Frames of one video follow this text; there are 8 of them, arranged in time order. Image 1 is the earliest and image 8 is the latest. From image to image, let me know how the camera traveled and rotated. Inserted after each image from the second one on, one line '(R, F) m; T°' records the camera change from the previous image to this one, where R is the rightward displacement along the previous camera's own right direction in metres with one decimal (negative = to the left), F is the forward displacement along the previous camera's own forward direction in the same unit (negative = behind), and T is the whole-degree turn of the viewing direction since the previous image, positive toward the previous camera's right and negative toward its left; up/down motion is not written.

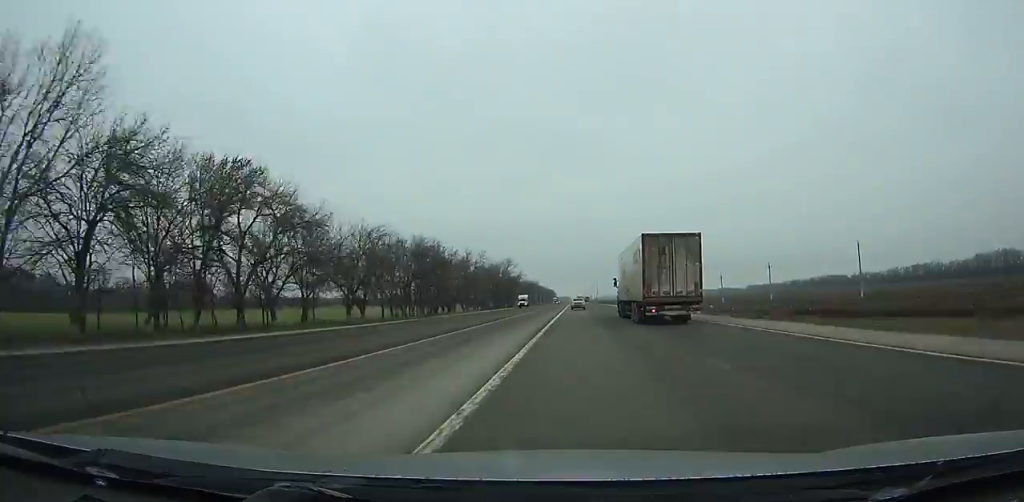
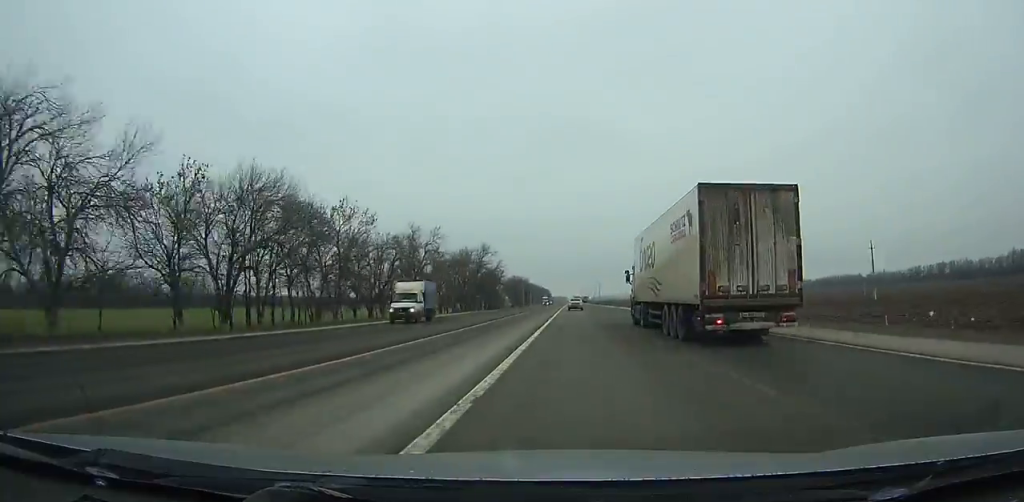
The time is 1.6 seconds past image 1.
(+0.2, +51.1) m; 0°
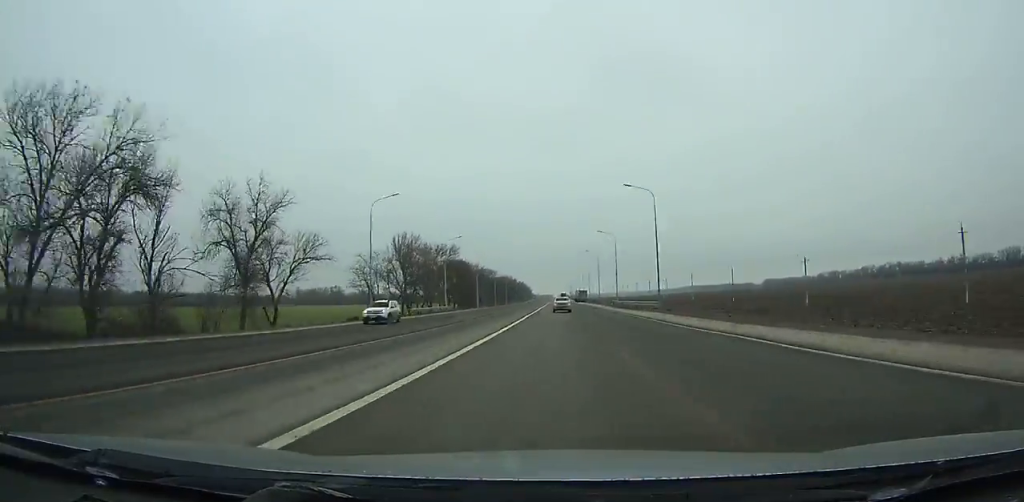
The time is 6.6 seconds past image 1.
(+1.2, +161.1) m; +1°
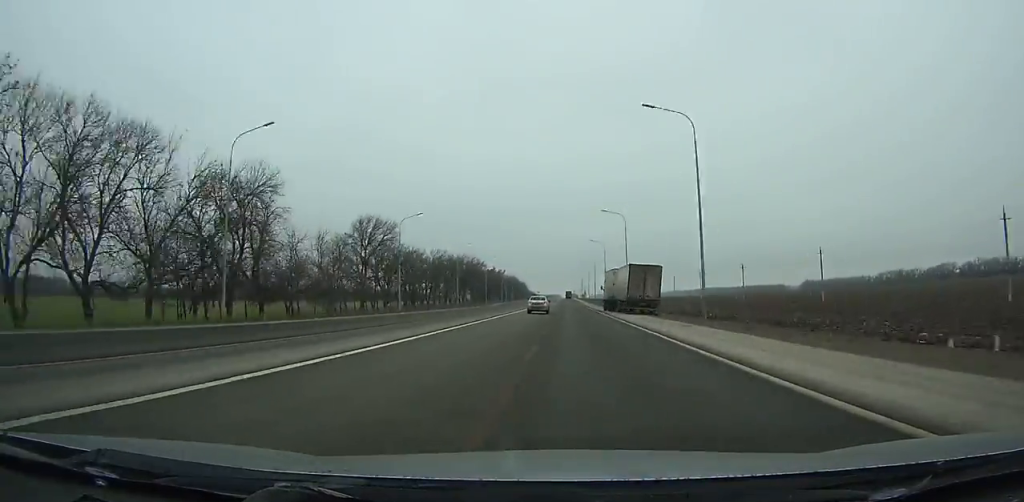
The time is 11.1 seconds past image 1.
(-0.7, +143.2) m; -1°
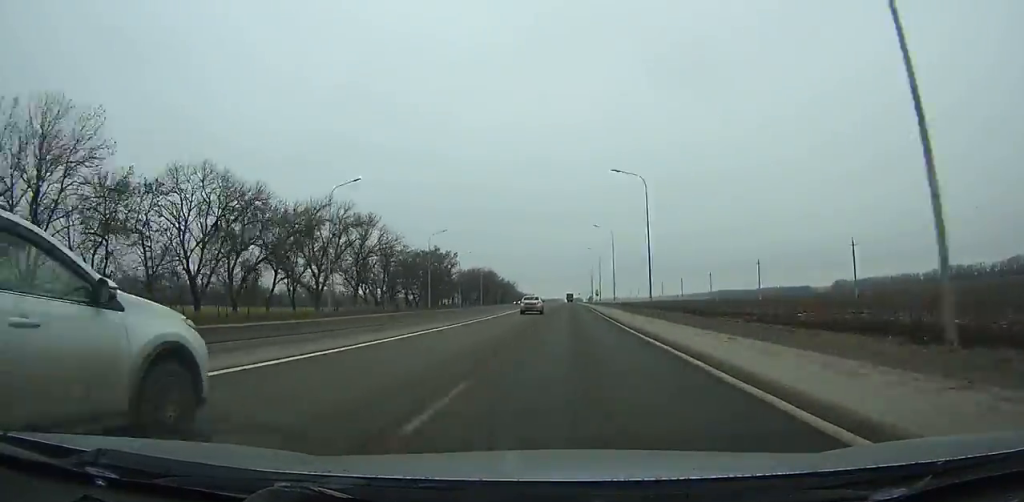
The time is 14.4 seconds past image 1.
(-0.4, +103.2) m; 0°
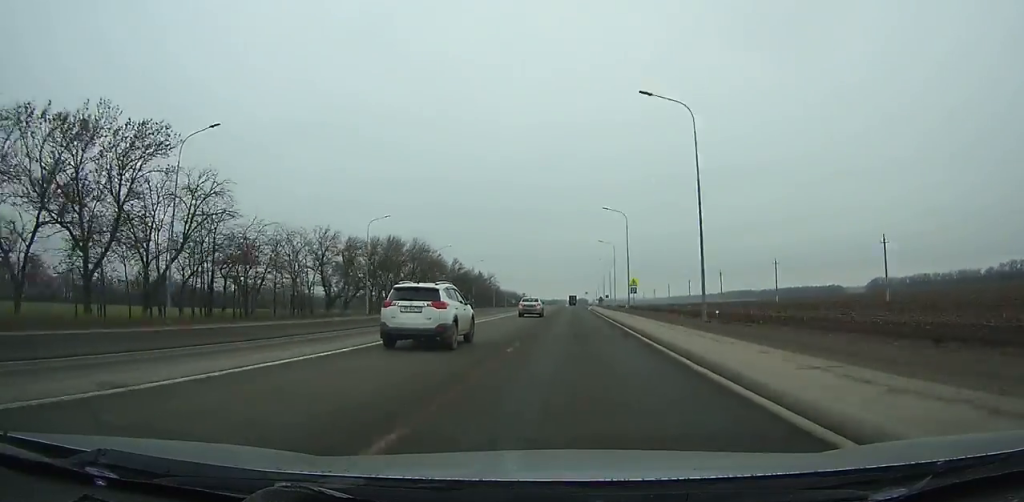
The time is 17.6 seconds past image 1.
(-0.1, +98.9) m; 0°
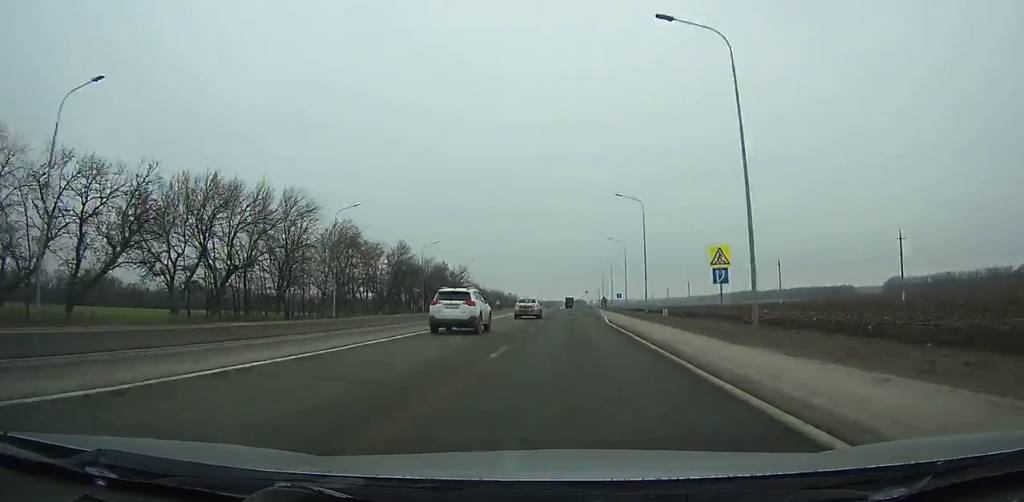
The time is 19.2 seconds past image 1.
(0.0, +49.1) m; 0°
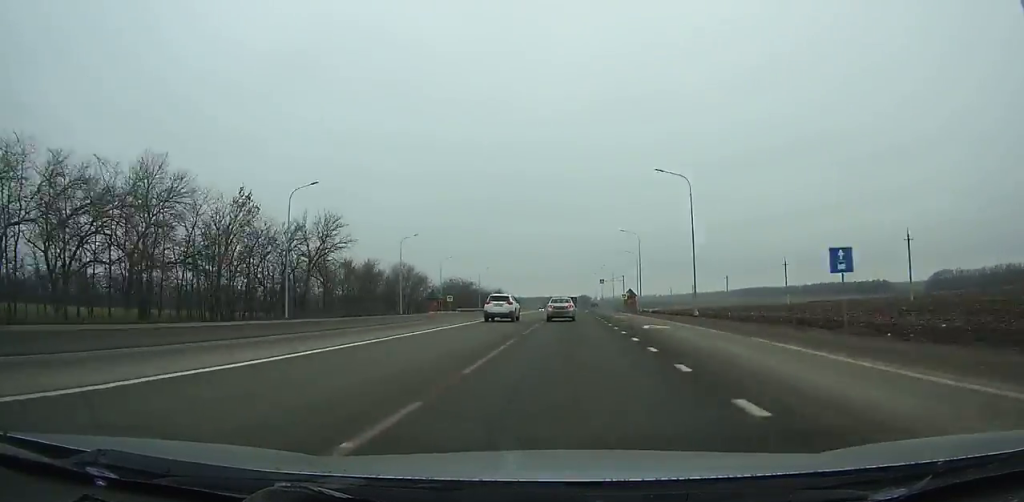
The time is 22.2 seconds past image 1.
(0.0, +91.3) m; 0°
